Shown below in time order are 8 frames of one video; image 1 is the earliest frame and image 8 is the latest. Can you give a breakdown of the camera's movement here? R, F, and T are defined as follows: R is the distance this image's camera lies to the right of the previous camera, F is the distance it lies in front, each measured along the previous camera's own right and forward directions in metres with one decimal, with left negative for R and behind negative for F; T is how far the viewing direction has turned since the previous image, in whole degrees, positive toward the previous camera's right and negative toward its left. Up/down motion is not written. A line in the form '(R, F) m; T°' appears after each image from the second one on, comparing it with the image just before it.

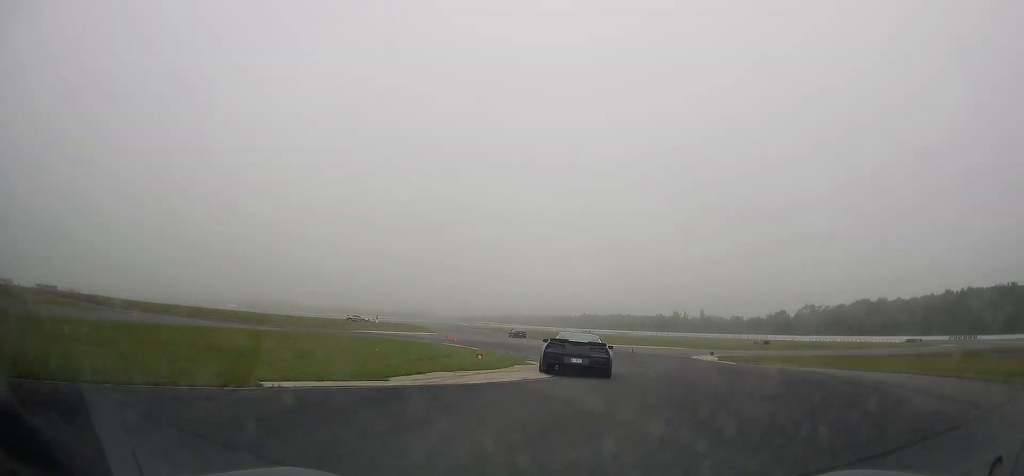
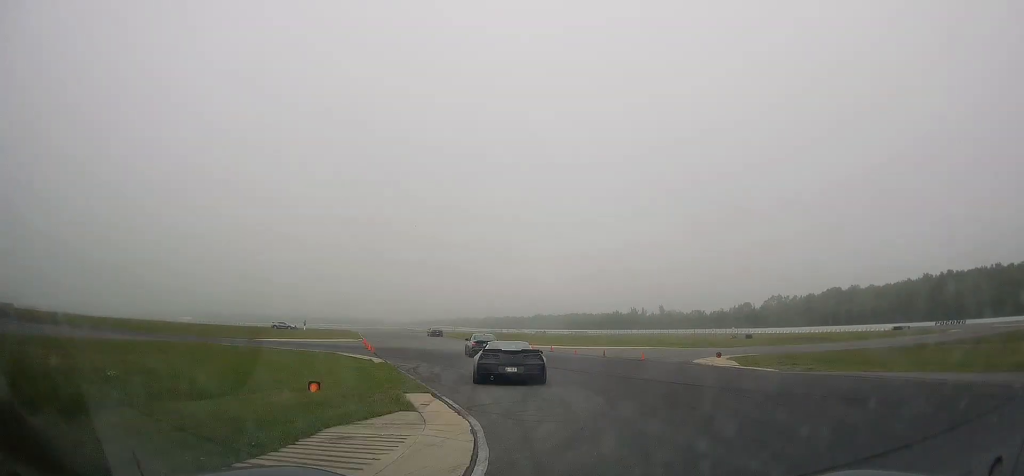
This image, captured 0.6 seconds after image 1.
(+1.6, +14.4) m; +2°
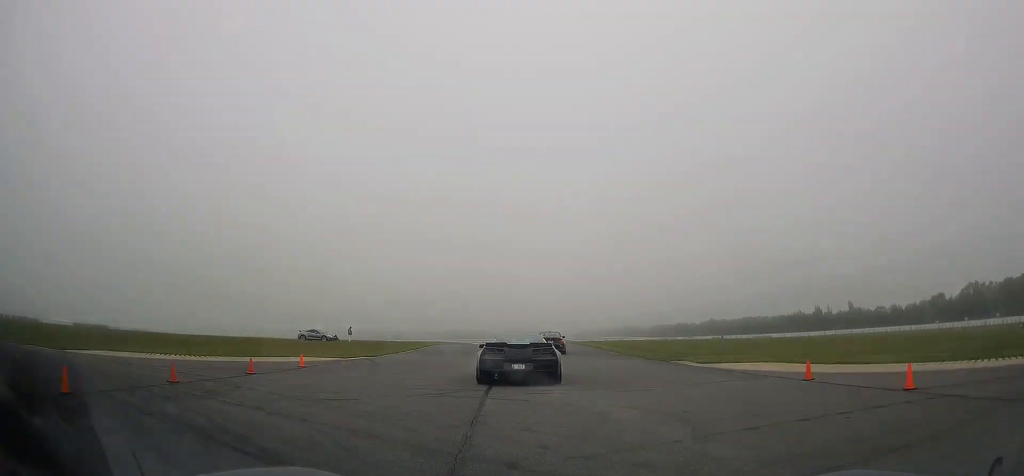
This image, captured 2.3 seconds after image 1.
(-2.1, +41.7) m; -9°
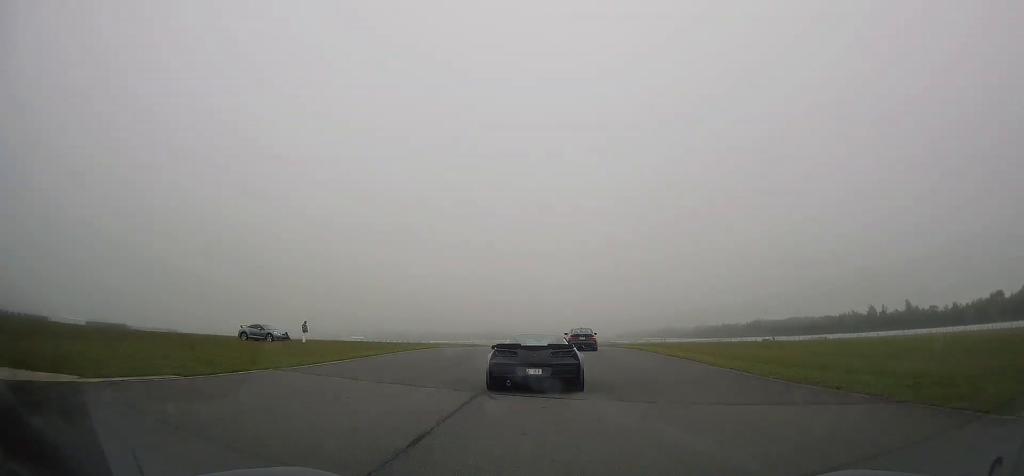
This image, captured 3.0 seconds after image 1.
(-0.6, +19.1) m; -5°
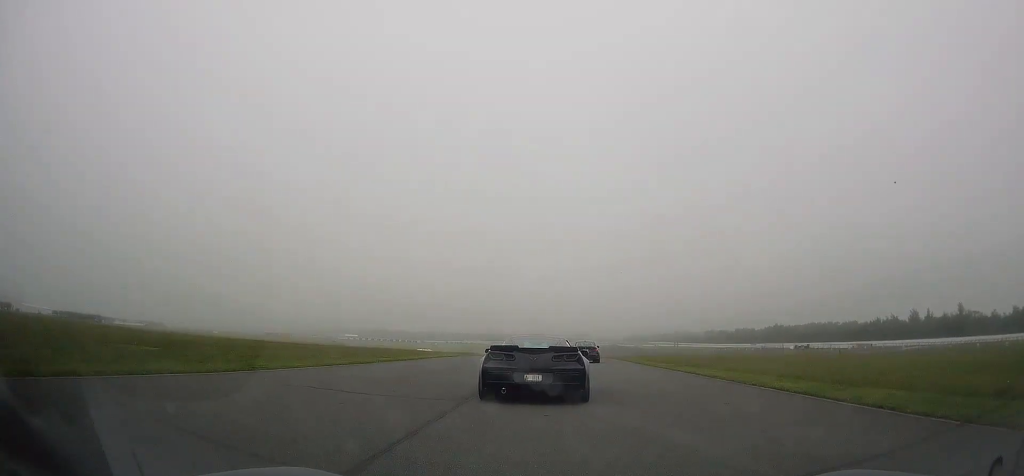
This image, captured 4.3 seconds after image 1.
(-1.6, +36.9) m; -2°
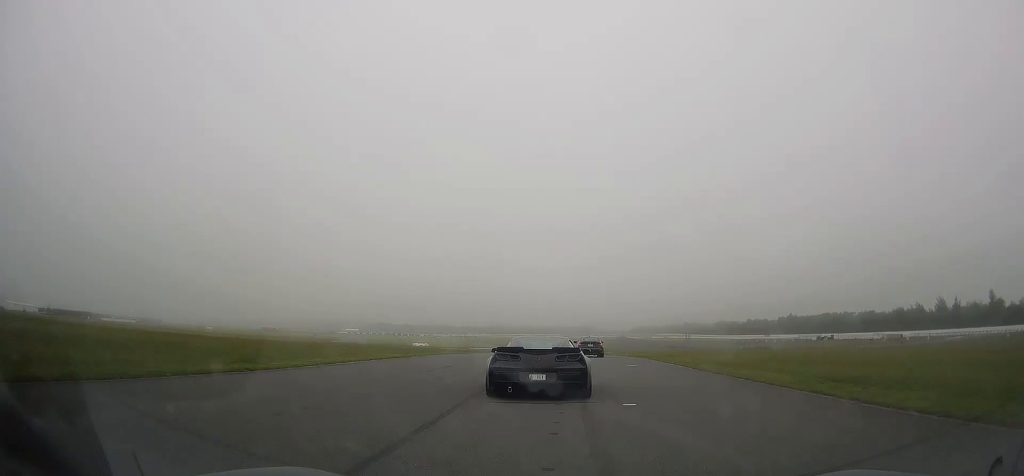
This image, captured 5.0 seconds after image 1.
(+0.1, +17.5) m; 0°
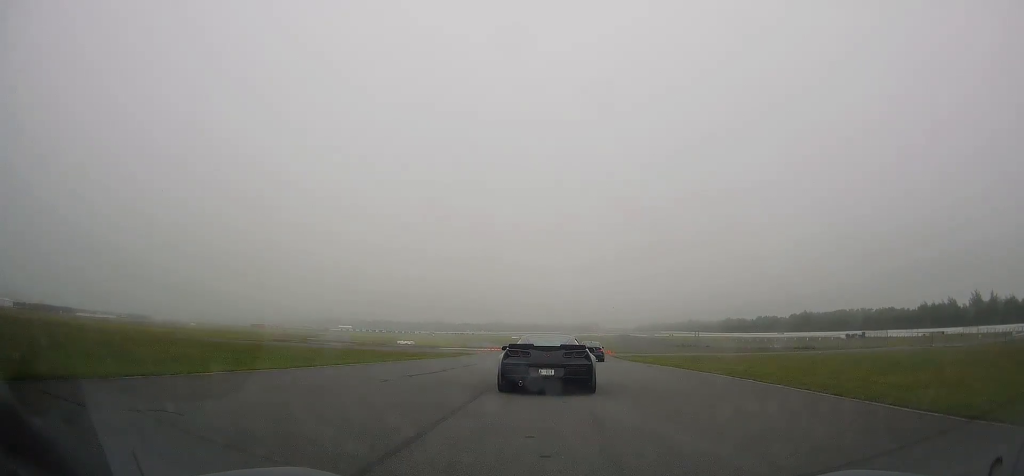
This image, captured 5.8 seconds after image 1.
(0.0, +24.3) m; 0°
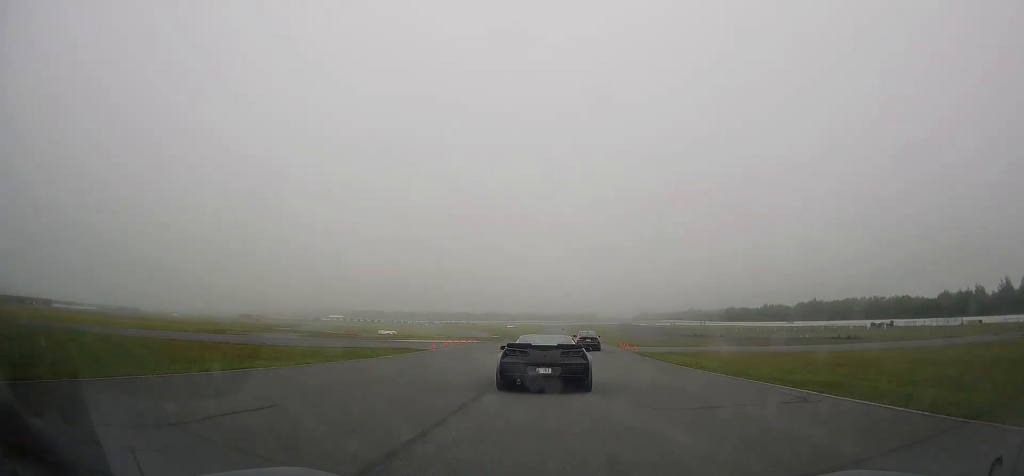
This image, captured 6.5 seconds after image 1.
(0.0, +20.0) m; 0°
